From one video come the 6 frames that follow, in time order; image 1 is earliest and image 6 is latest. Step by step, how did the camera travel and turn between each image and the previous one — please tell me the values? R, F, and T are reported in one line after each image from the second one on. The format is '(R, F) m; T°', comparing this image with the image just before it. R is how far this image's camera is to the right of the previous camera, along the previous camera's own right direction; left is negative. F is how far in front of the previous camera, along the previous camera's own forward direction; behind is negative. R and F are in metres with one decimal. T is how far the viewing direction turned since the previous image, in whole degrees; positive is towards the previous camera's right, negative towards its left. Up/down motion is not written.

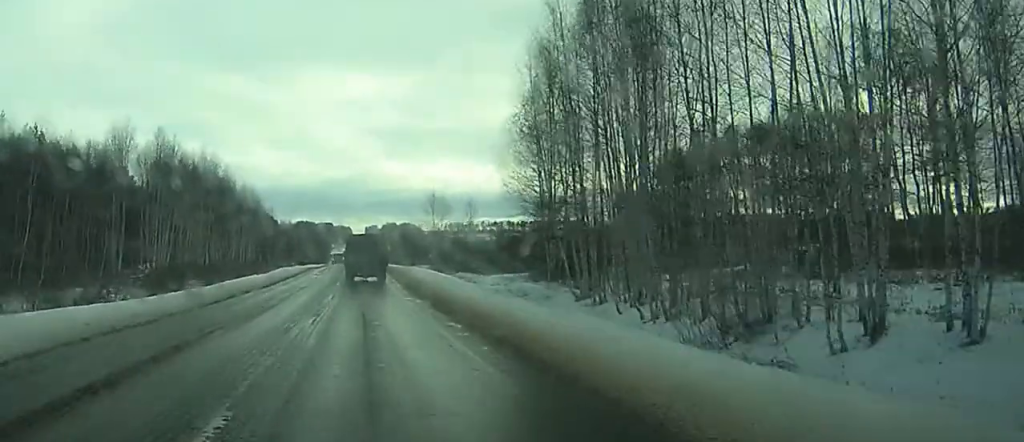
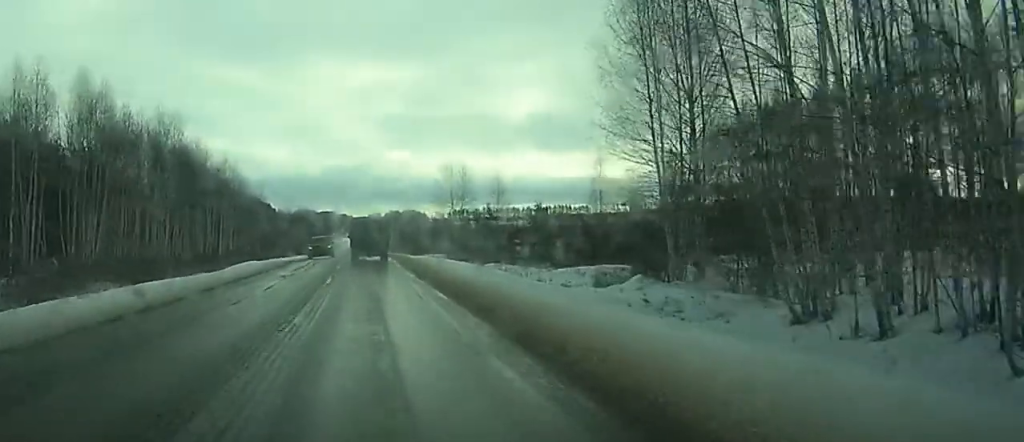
(-0.2, +26.3) m; -1°
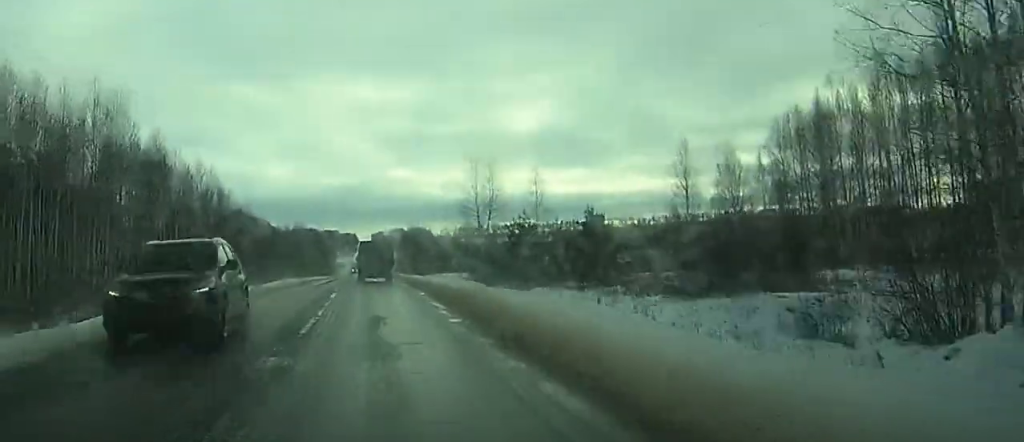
(-0.1, +22.9) m; 0°
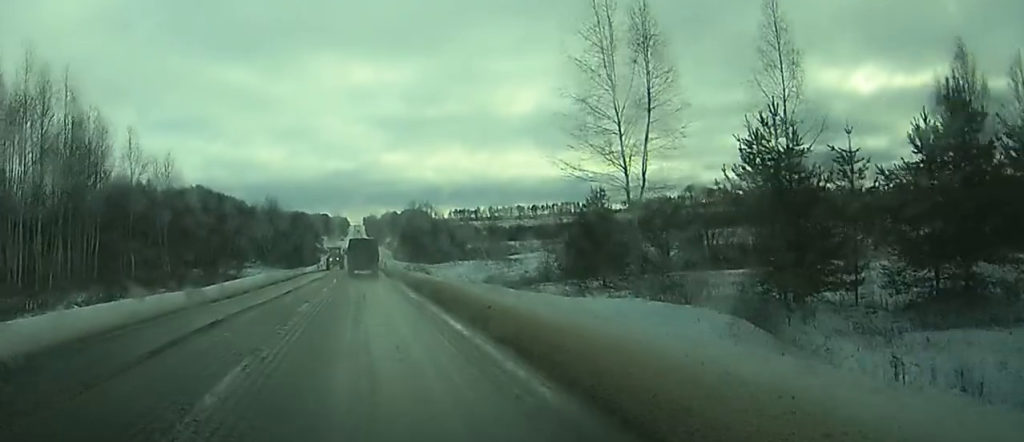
(+0.1, +55.0) m; 0°
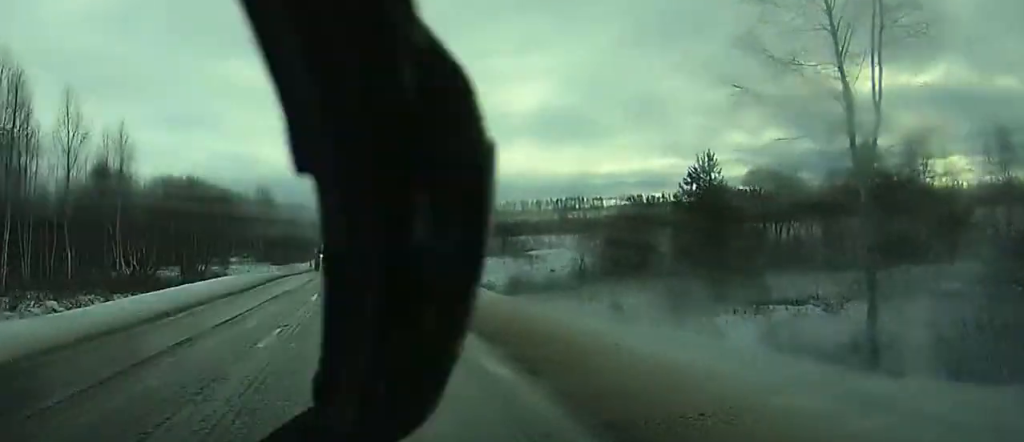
(0.0, +18.7) m; 0°
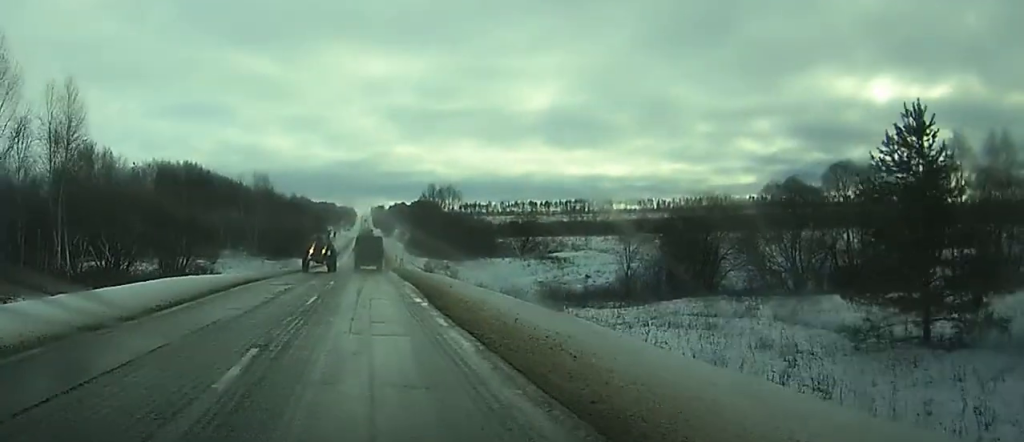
(0.0, +16.1) m; 0°
